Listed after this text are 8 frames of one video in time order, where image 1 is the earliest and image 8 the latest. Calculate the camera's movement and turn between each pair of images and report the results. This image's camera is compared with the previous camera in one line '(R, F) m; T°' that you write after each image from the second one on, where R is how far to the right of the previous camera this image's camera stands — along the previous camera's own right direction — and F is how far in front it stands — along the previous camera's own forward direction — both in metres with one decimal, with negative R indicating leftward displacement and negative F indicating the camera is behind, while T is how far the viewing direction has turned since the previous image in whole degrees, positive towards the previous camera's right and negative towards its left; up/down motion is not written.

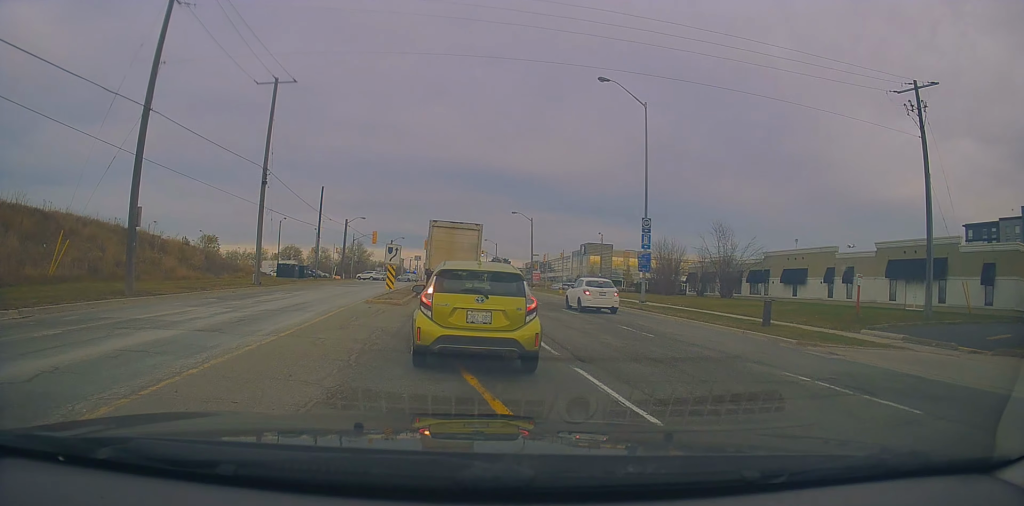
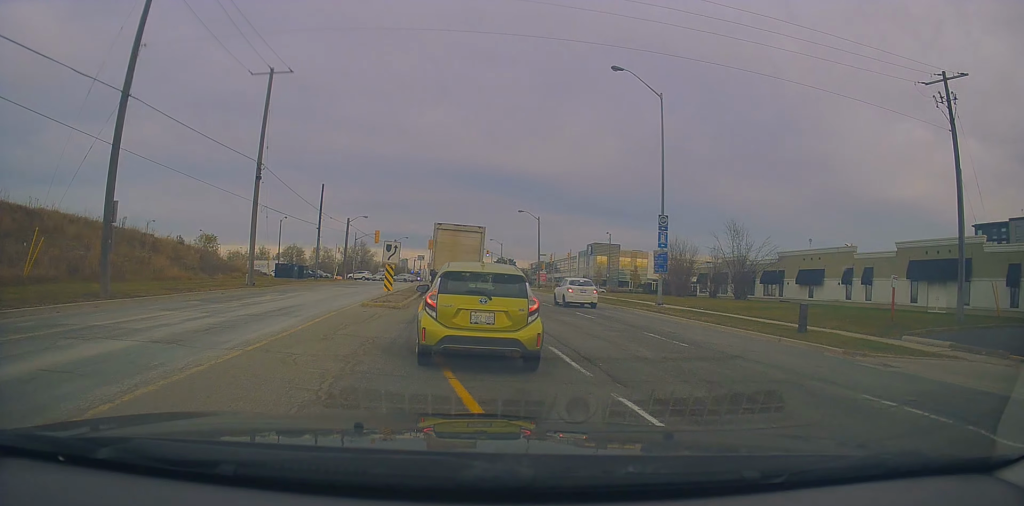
(+0.1, +1.9) m; +1°
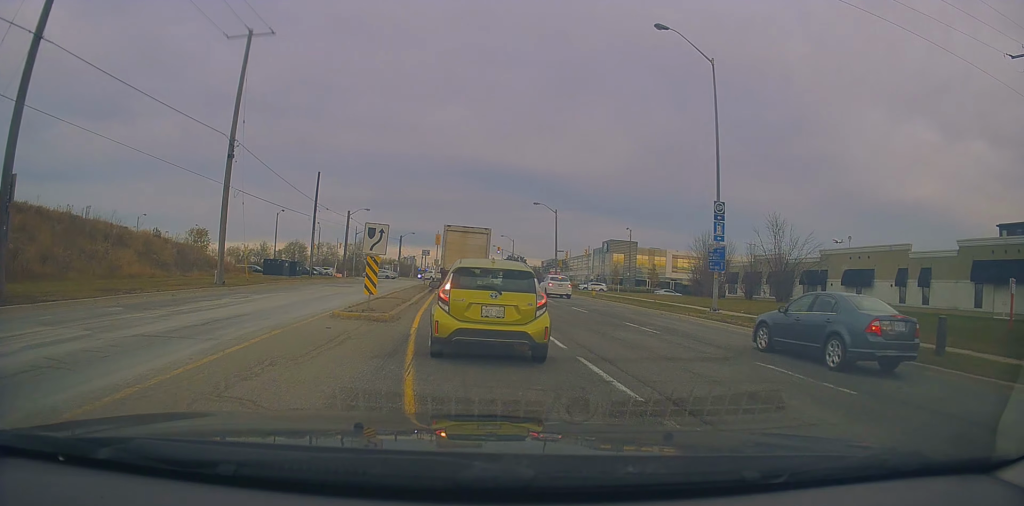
(-0.3, +5.4) m; -1°
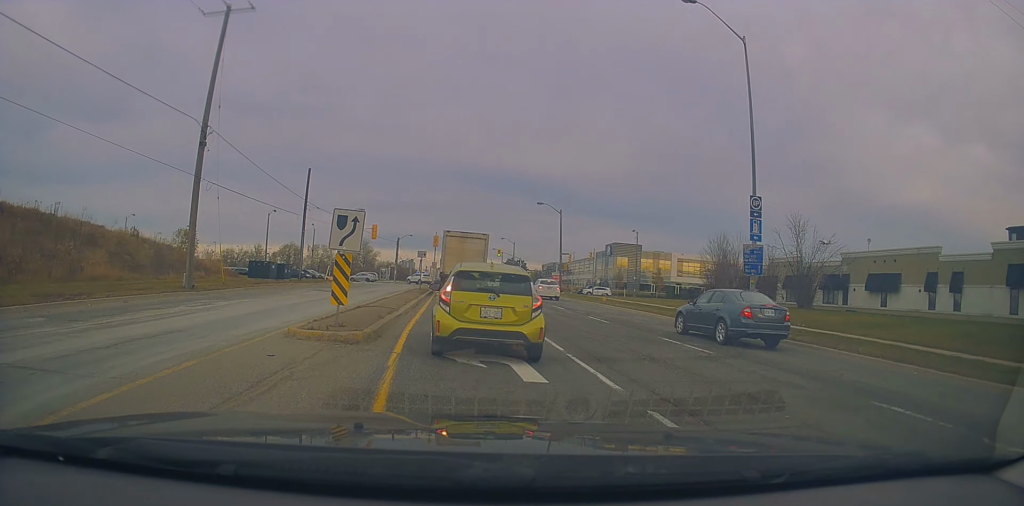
(+0.1, +3.3) m; +1°
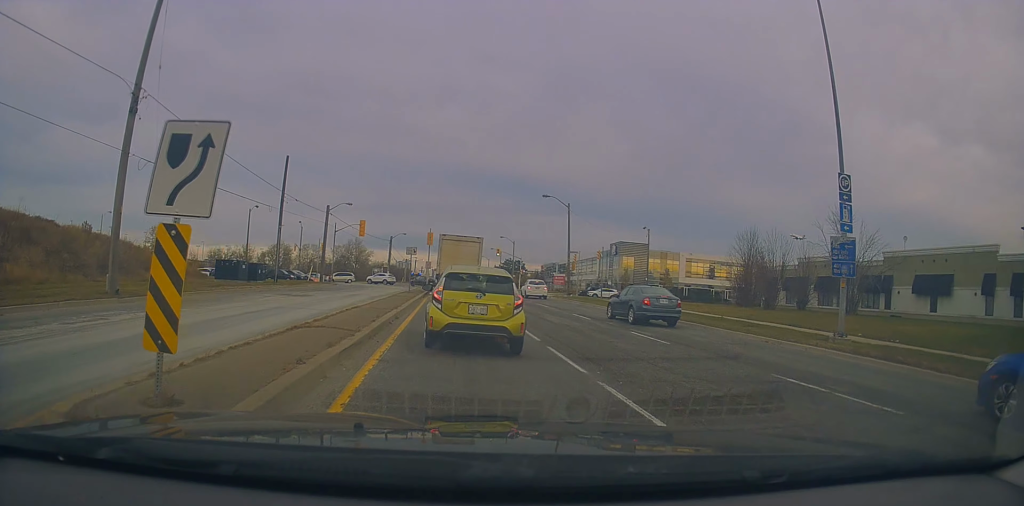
(0.0, +6.0) m; -1°
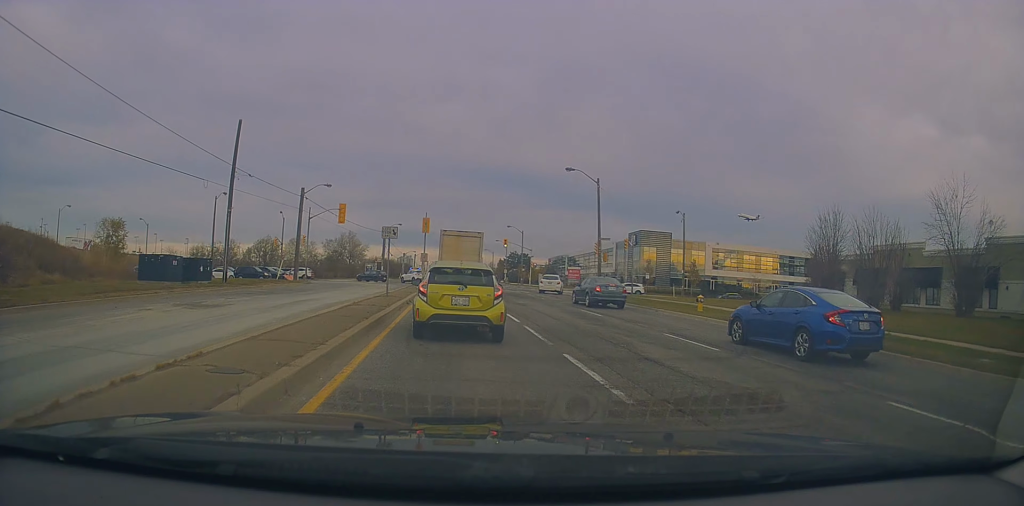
(-0.2, +10.5) m; -1°
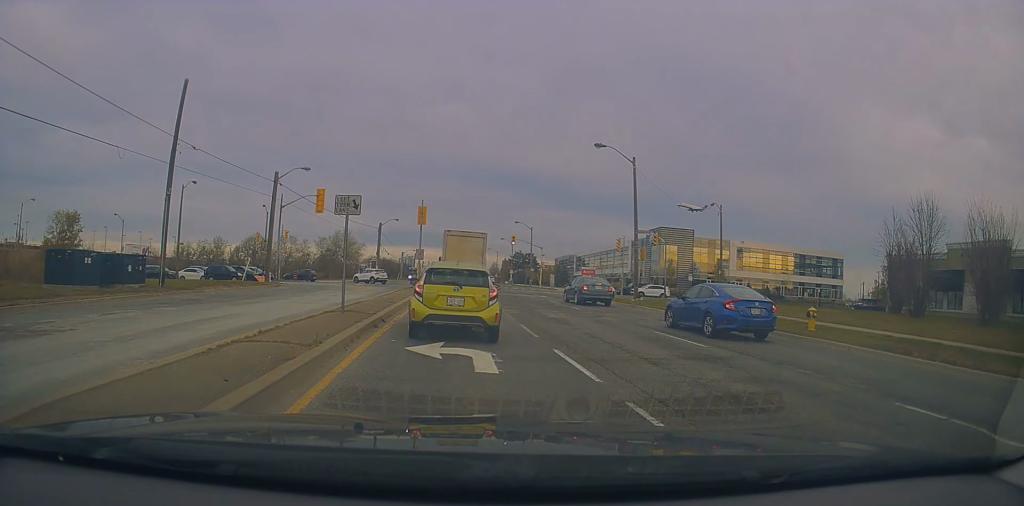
(-0.2, +8.9) m; 0°
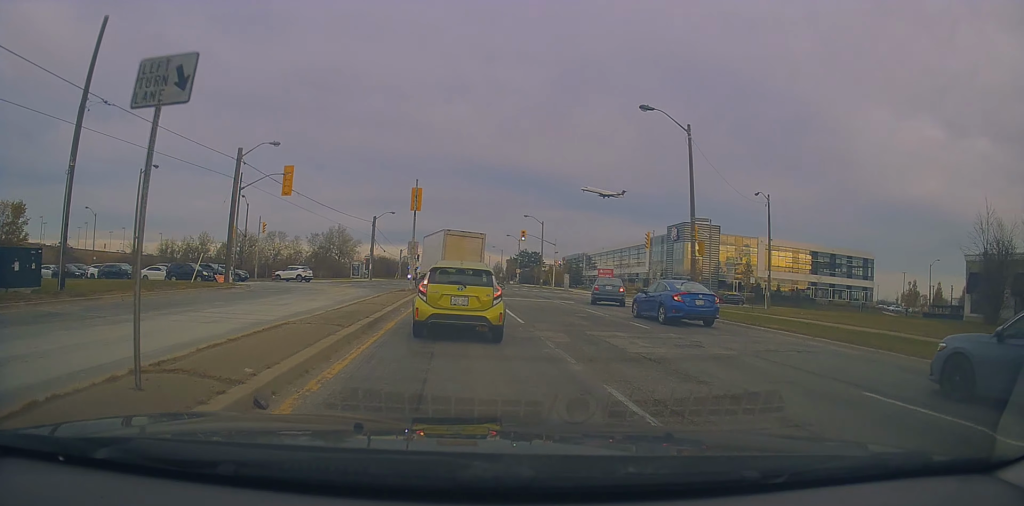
(+0.4, +9.1) m; +4°
